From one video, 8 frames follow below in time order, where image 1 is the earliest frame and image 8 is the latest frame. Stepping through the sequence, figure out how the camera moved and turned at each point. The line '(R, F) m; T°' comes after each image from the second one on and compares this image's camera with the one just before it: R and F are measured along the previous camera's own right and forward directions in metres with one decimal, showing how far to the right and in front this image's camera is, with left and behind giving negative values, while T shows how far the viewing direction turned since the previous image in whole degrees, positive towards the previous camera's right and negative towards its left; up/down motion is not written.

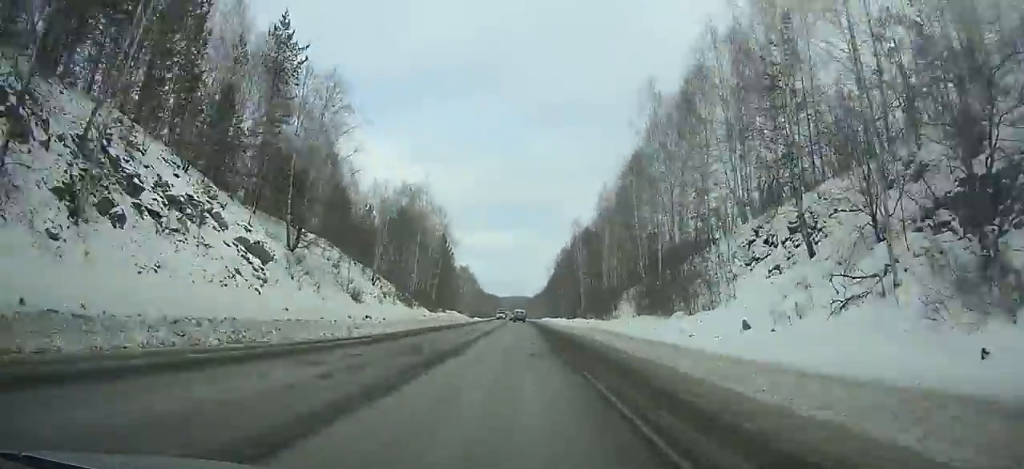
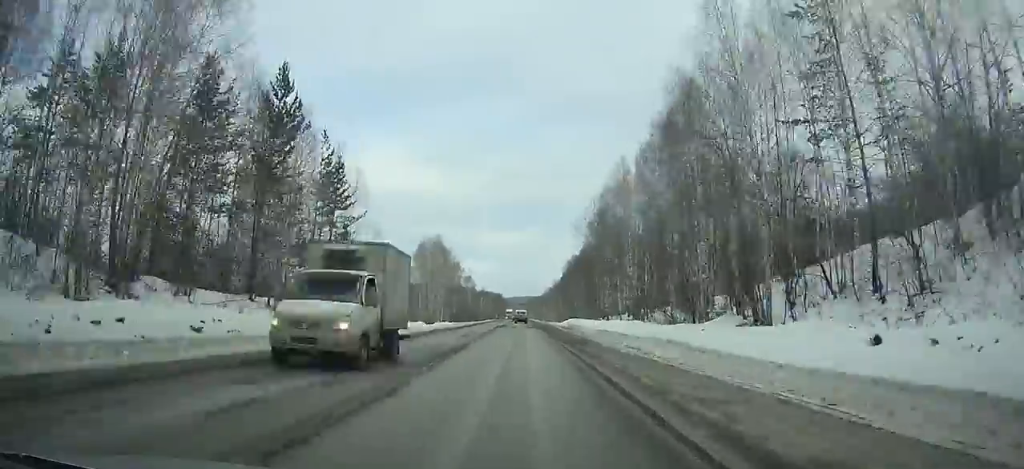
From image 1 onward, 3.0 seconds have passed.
(-0.5, +69.8) m; -1°
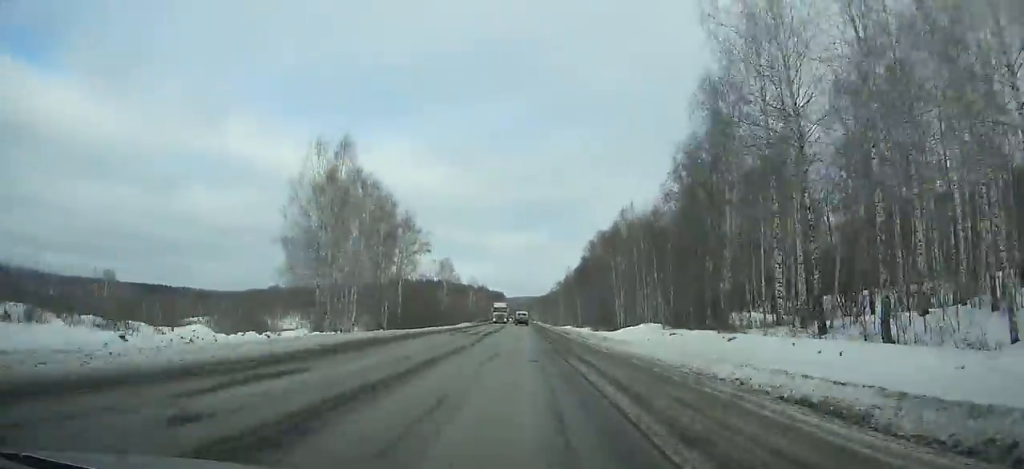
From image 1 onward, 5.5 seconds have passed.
(-0.4, +57.7) m; 0°
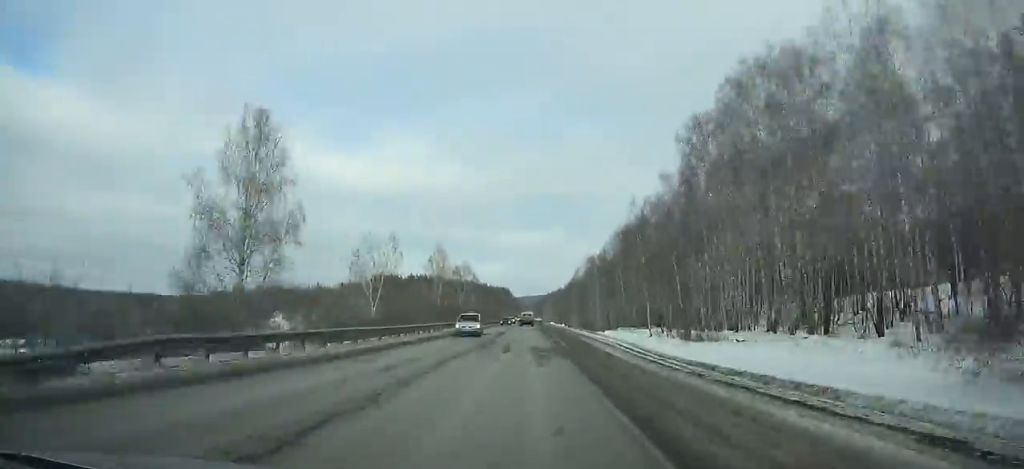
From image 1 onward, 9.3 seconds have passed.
(-0.4, +87.7) m; -1°
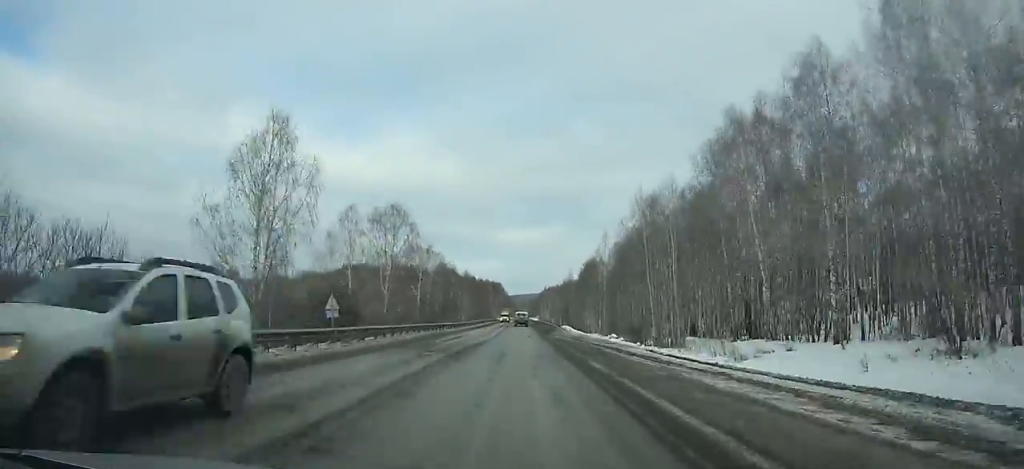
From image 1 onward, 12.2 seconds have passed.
(-0.4, +67.4) m; 0°
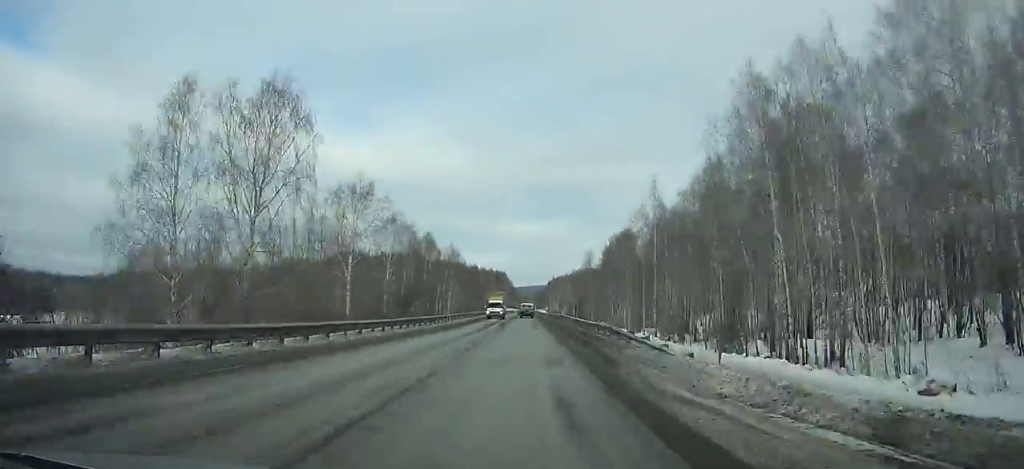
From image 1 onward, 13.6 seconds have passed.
(0.0, +32.9) m; 0°
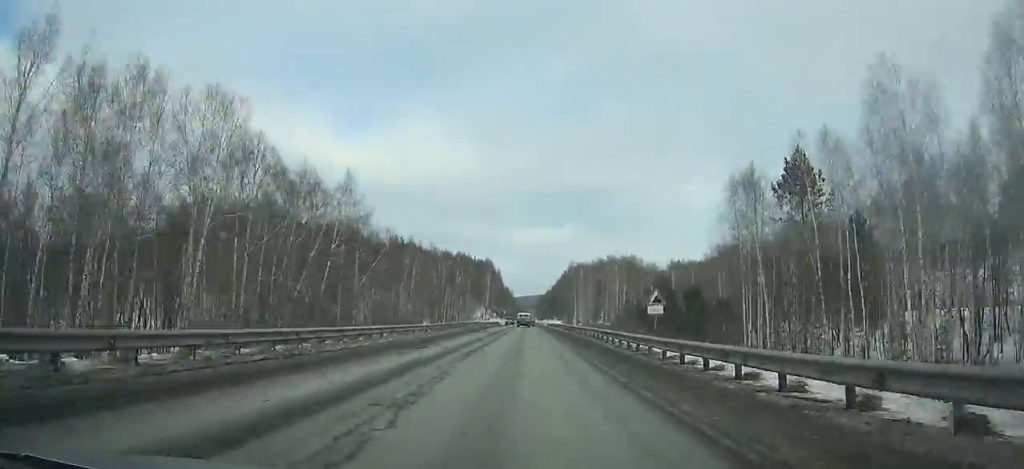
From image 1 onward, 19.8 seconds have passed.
(+1.1, +148.0) m; 0°
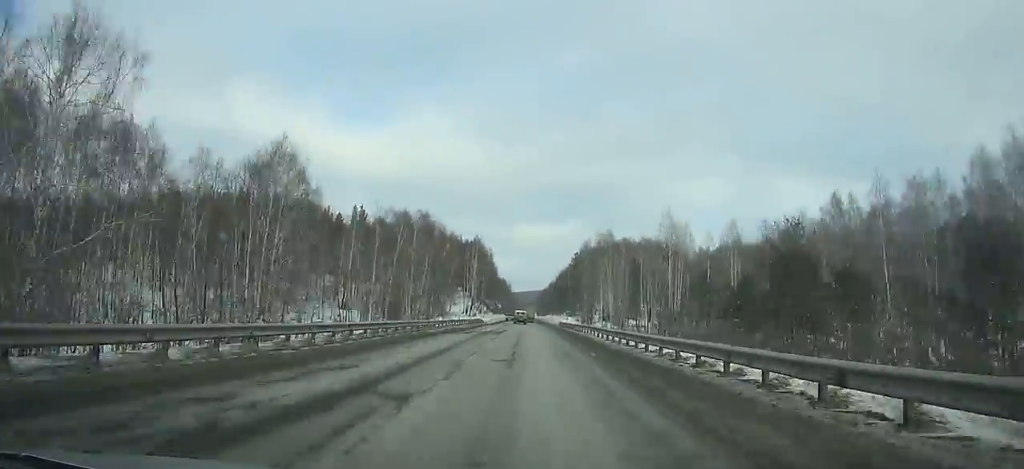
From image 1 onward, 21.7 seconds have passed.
(+0.1, +46.2) m; 0°
